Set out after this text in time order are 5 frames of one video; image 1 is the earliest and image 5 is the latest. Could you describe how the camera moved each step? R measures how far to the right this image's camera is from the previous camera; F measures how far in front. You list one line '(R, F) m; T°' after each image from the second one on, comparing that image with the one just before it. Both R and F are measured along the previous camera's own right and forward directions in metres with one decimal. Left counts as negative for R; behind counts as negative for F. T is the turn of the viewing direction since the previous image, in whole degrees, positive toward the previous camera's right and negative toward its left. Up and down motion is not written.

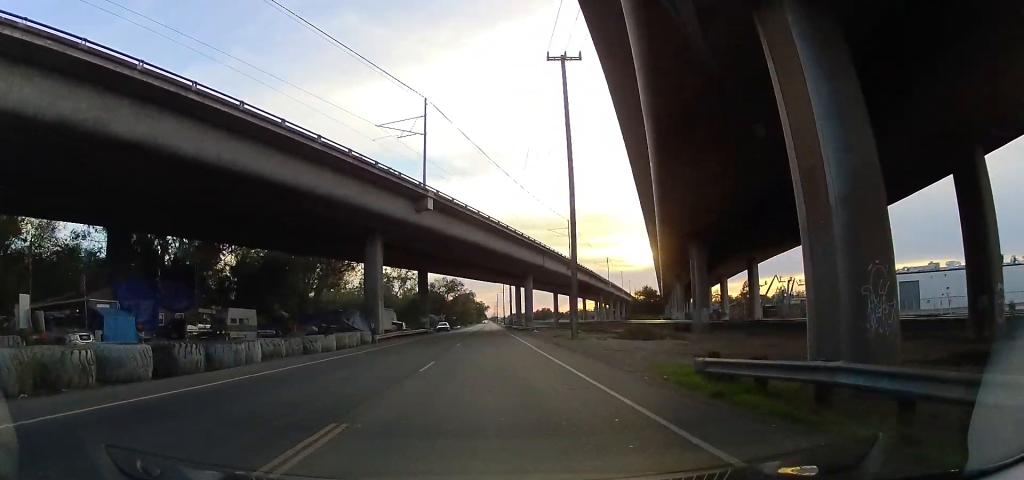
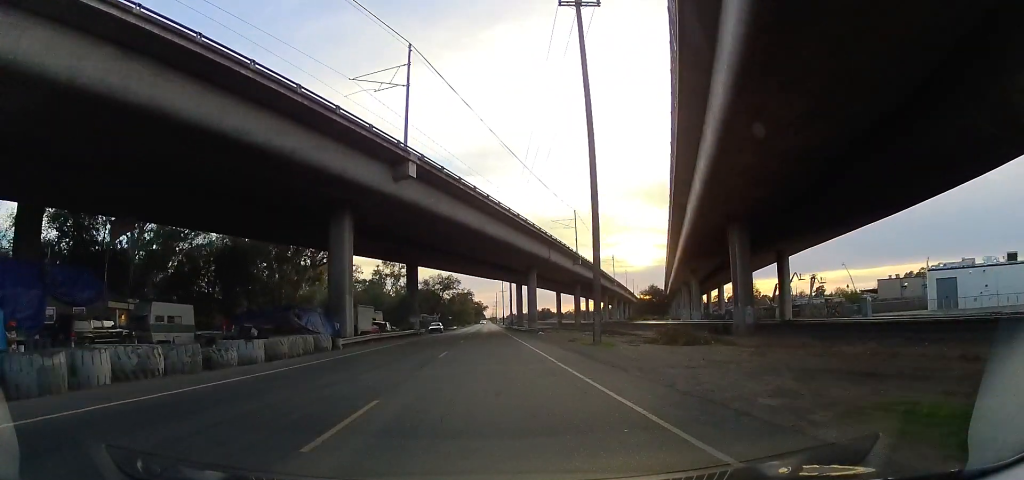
(+0.1, +9.1) m; -2°
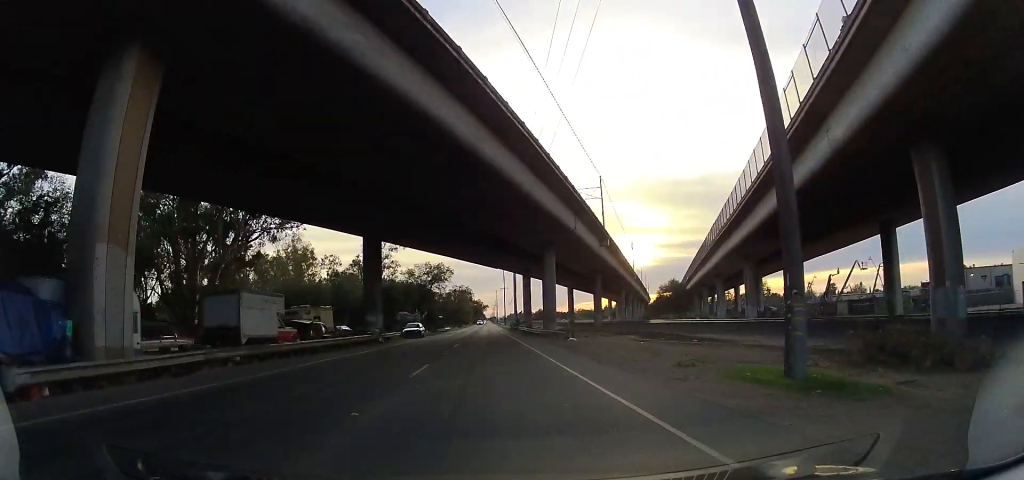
(+0.7, +21.0) m; +7°
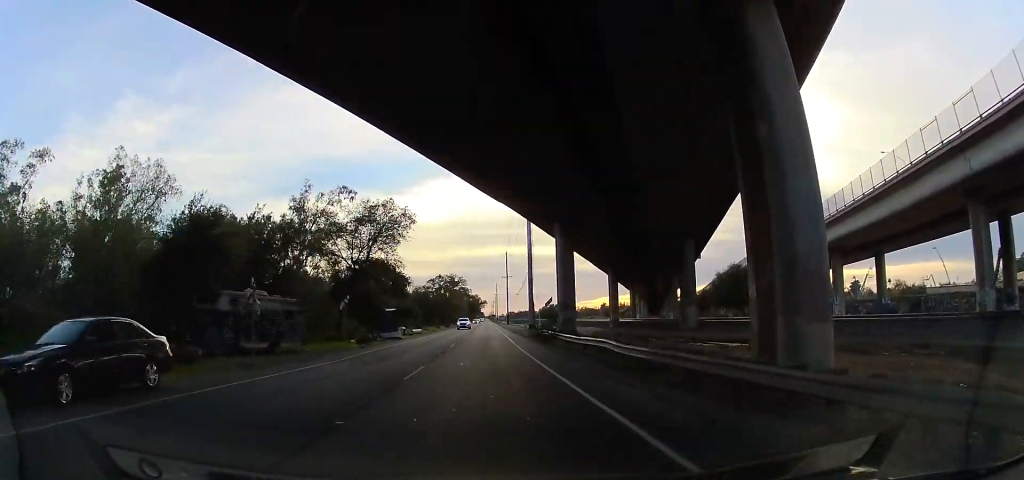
(-1.8, +42.8) m; 0°
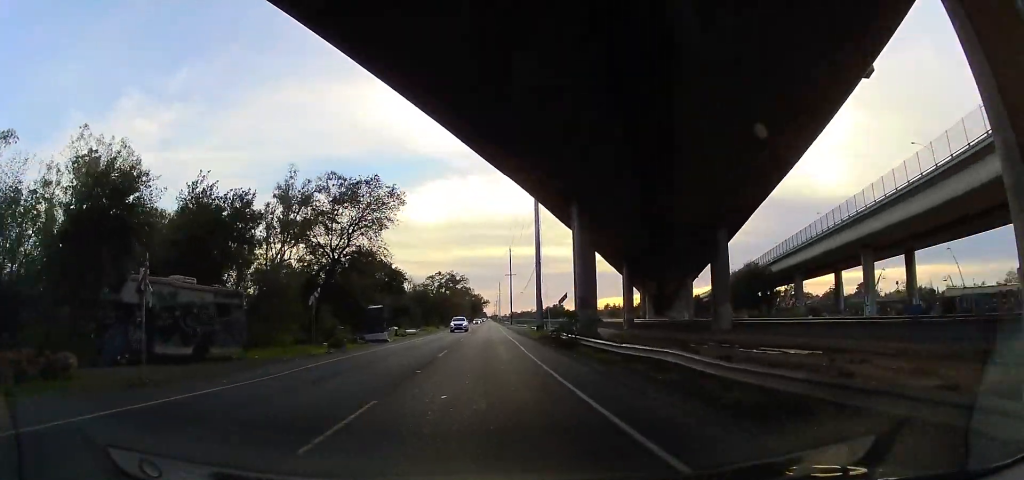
(+0.2, +6.6) m; +2°
